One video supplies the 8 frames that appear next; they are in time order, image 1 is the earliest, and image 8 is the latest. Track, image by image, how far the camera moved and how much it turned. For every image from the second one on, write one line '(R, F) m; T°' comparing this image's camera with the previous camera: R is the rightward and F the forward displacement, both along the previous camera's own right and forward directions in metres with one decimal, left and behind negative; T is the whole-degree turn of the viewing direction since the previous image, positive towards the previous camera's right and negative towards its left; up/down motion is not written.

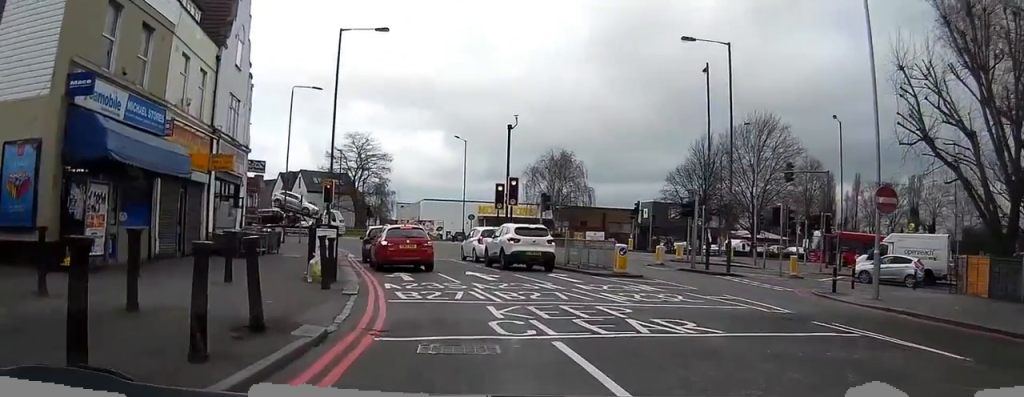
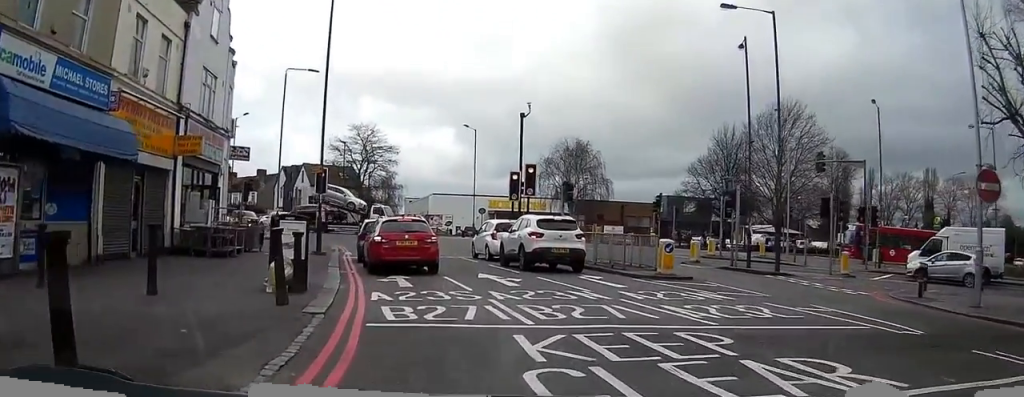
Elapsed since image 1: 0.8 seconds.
(-0.1, +4.0) m; -1°
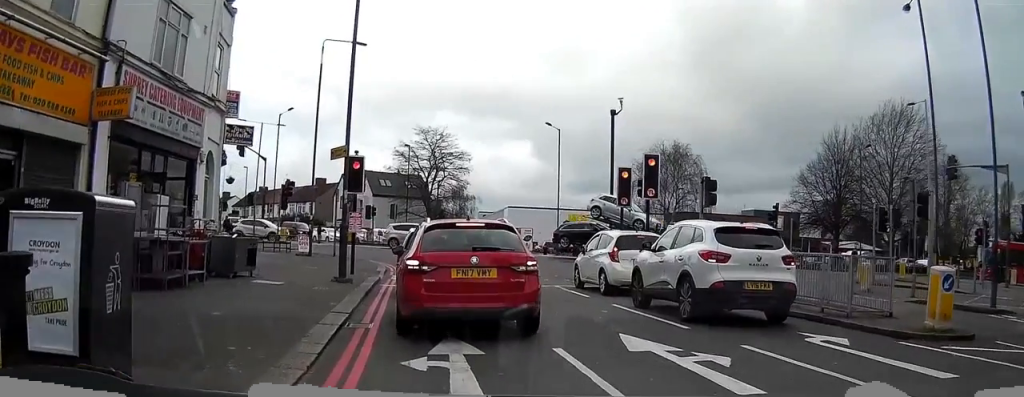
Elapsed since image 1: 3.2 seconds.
(0.0, +9.2) m; -3°
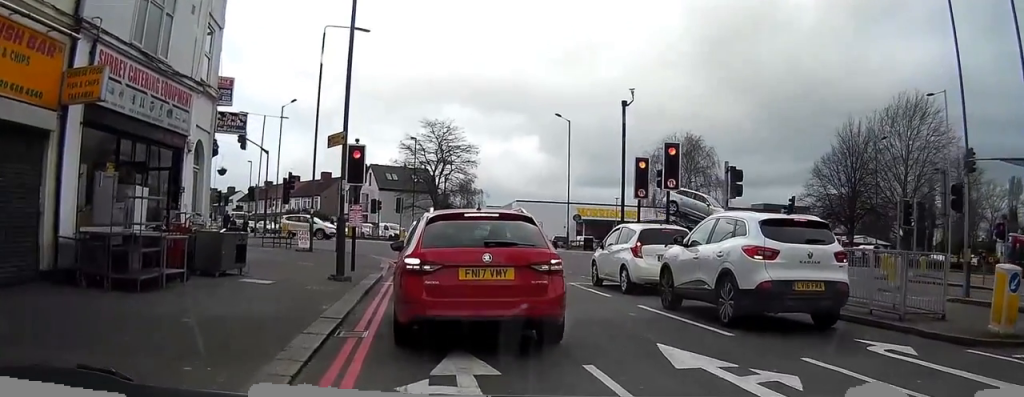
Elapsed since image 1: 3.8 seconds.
(-0.1, +1.3) m; -3°
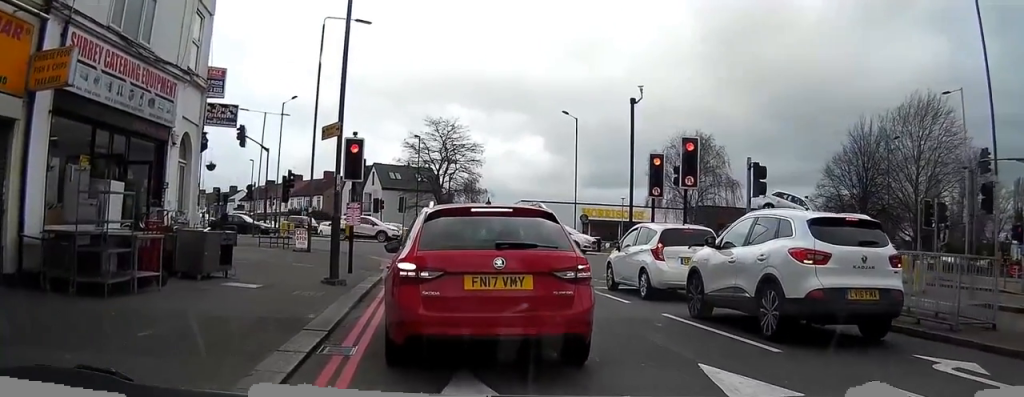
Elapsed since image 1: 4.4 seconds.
(0.0, +1.4) m; -2°
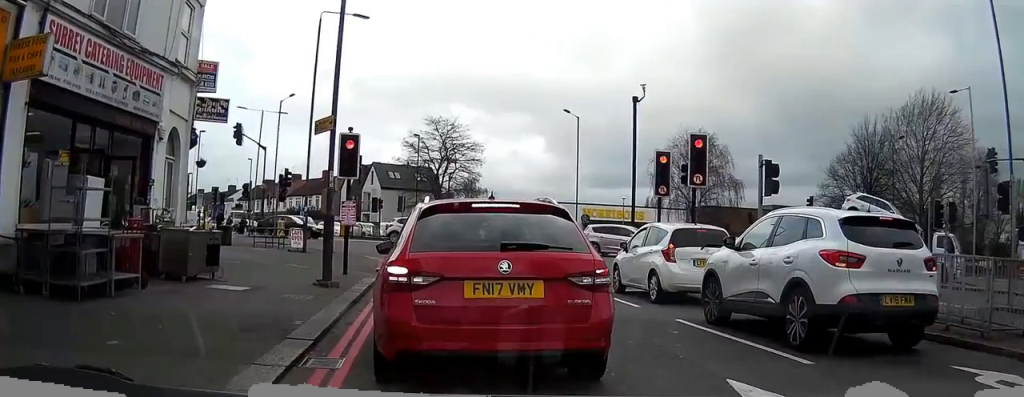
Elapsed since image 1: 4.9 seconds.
(-0.1, +0.8) m; 0°
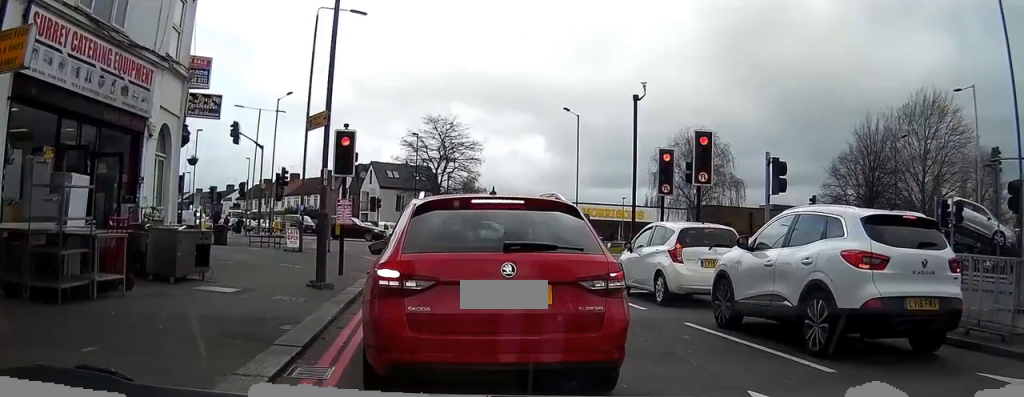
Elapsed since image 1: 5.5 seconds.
(-0.1, +0.6) m; 0°
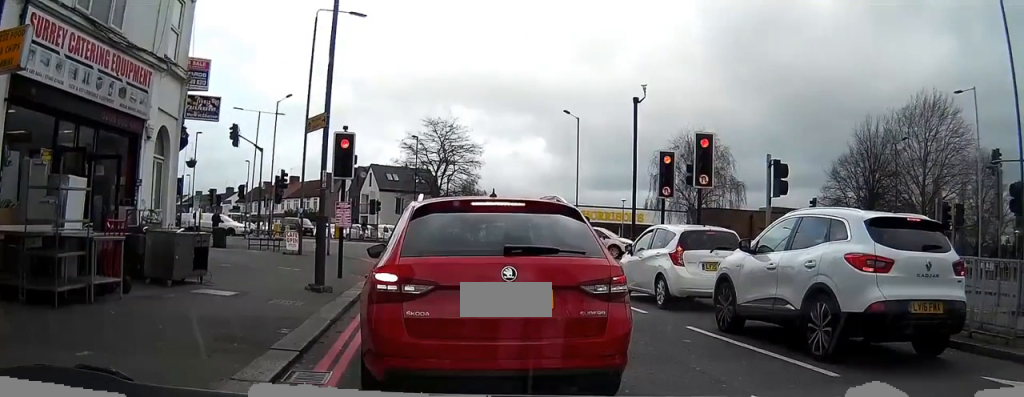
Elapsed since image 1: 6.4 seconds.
(-0.1, +0.4) m; 0°
